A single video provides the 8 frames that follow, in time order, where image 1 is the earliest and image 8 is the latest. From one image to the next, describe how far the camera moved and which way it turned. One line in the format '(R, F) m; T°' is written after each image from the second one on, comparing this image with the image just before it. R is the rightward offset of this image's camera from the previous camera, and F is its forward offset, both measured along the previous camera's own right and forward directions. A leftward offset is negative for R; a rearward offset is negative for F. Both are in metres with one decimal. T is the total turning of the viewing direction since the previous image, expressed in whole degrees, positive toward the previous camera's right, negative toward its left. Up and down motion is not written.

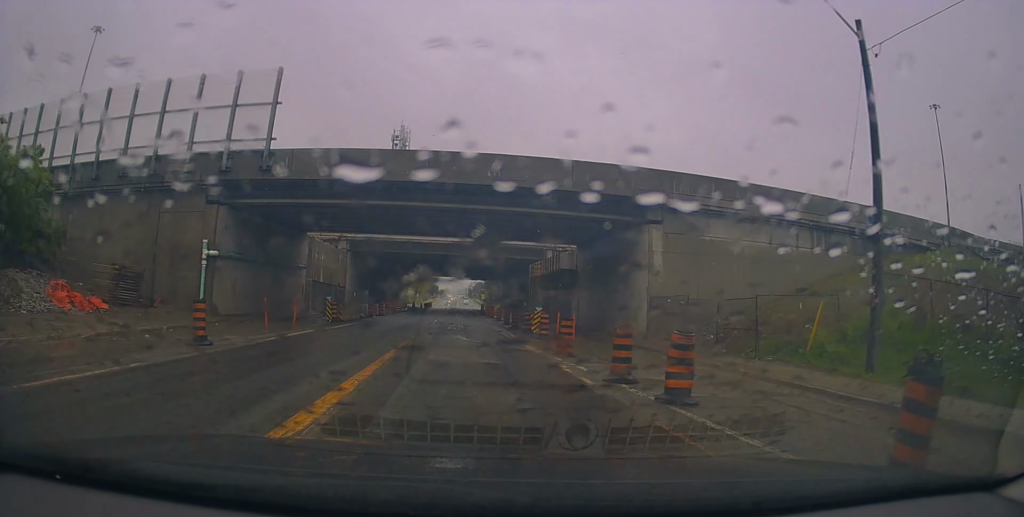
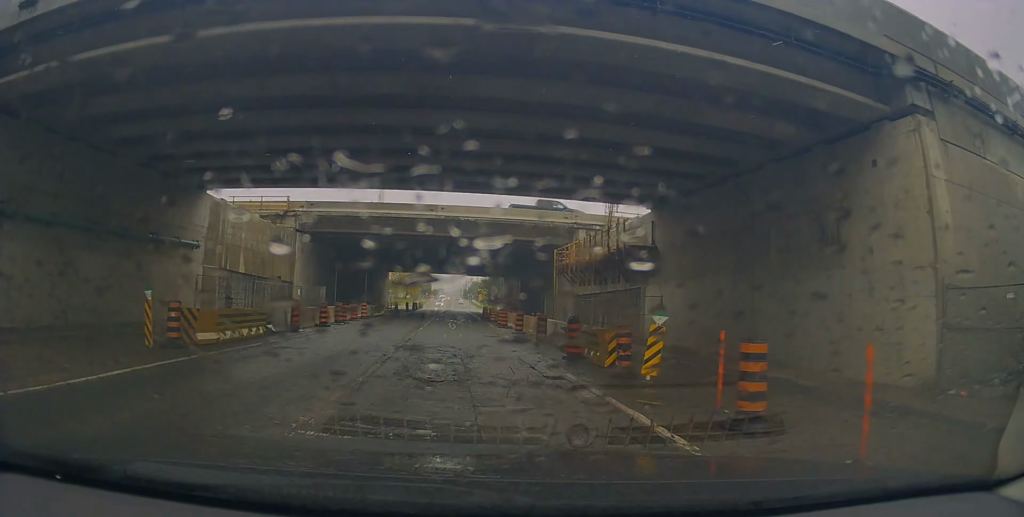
(-0.8, +16.2) m; +1°
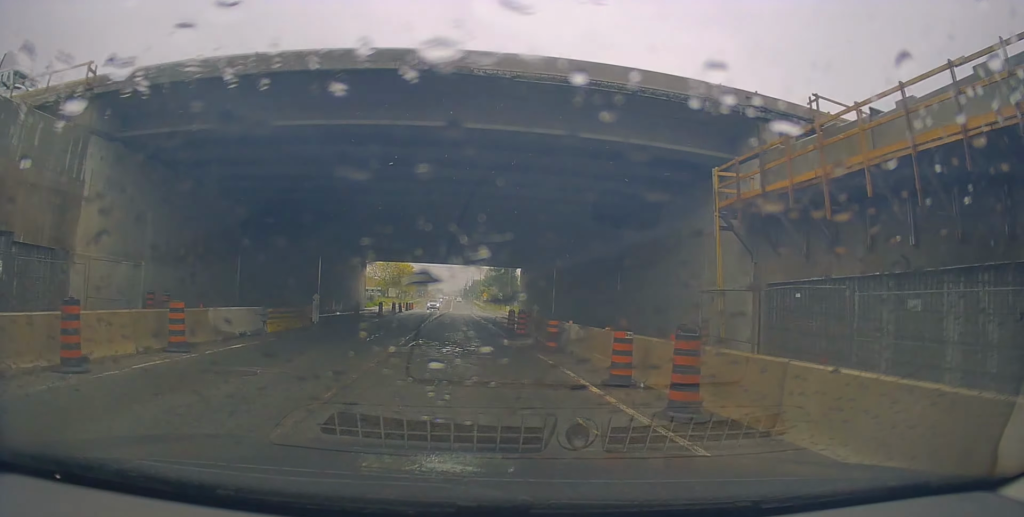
(+1.2, +25.0) m; +1°
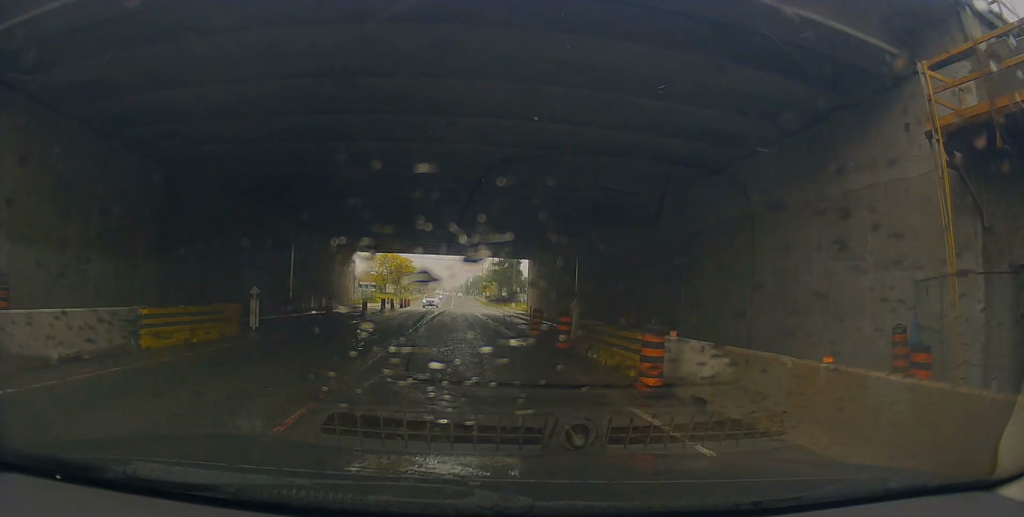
(-0.1, +7.9) m; -1°
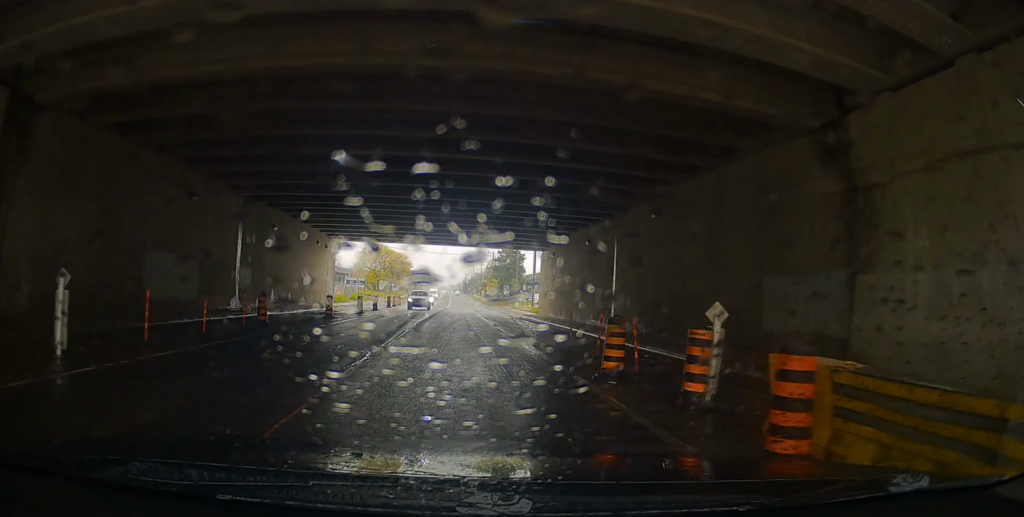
(-0.1, +9.5) m; -1°
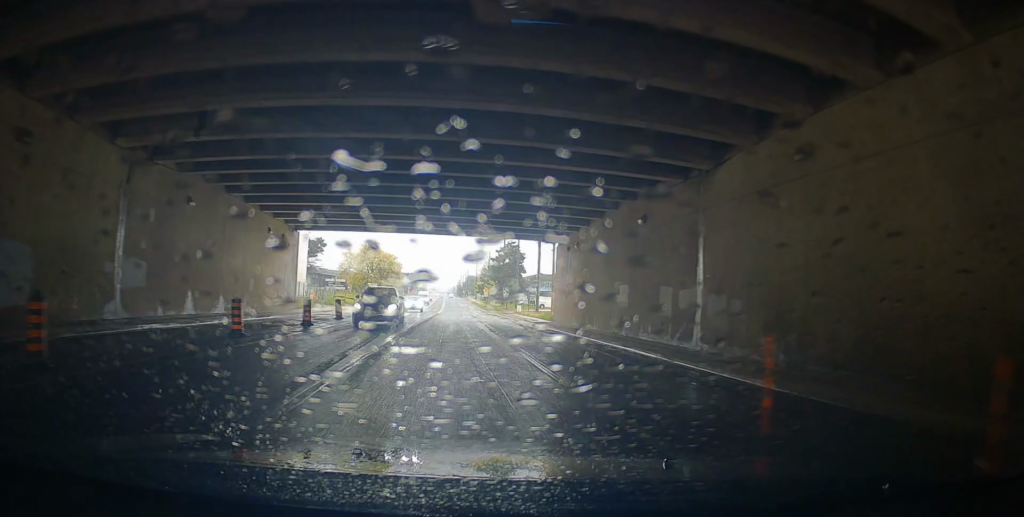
(-0.3, +10.8) m; 0°
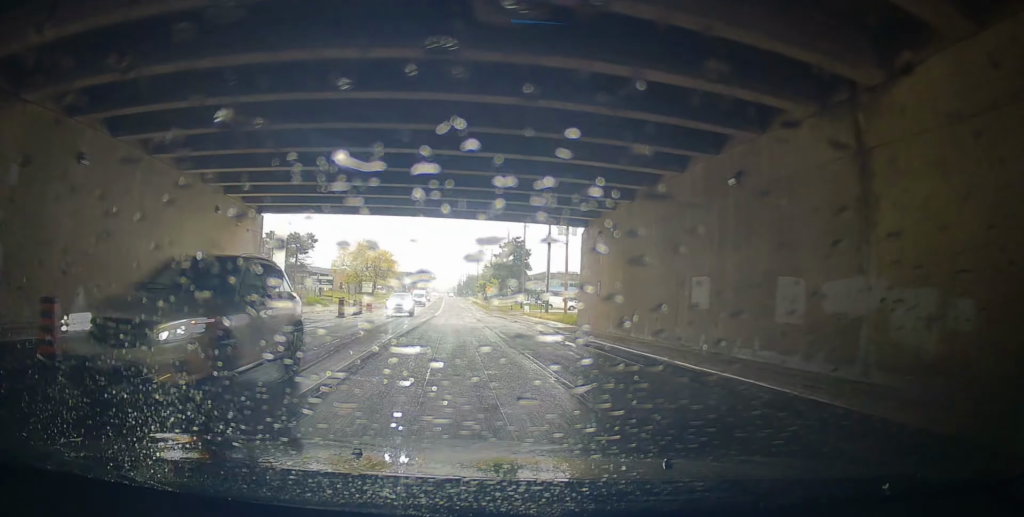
(+0.2, +8.2) m; +2°
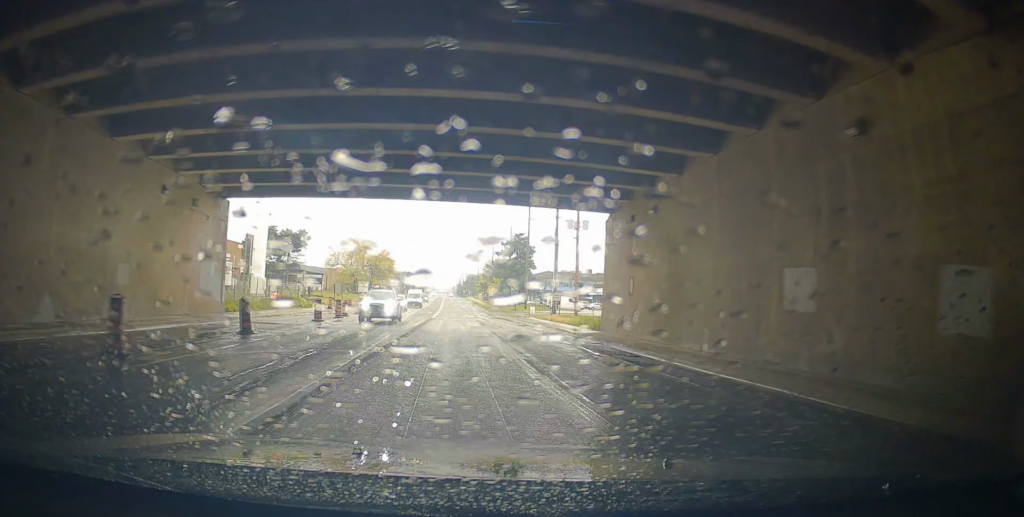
(0.0, +5.7) m; +1°
